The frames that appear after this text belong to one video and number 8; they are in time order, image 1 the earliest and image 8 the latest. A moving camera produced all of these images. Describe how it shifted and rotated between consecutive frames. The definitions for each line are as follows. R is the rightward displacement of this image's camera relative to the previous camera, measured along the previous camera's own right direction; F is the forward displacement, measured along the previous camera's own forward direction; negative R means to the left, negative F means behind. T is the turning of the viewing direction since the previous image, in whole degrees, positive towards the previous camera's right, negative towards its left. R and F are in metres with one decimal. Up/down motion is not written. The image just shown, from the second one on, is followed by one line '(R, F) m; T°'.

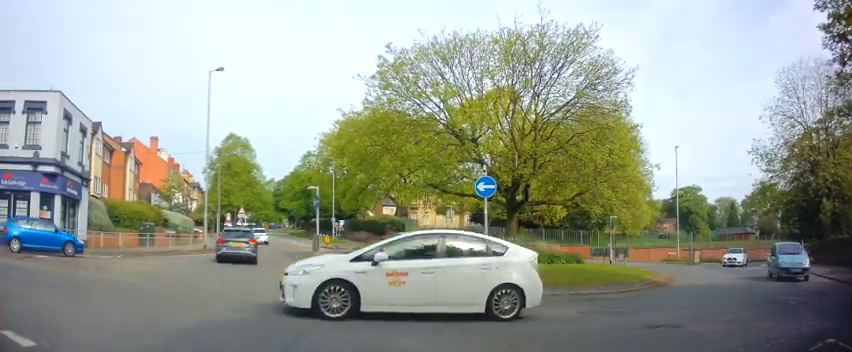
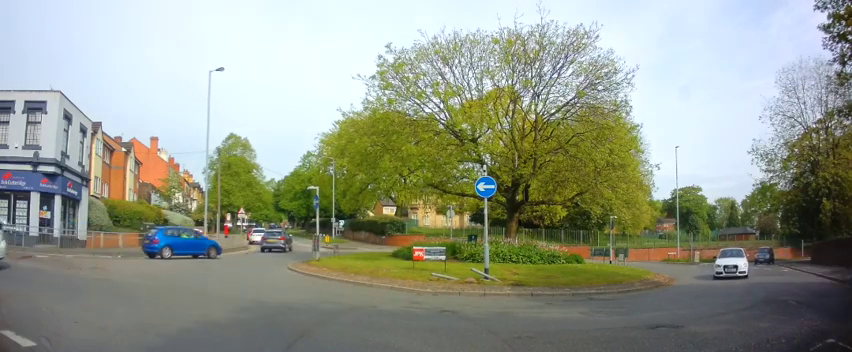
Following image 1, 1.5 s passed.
(0.0, 0.0) m; 0°
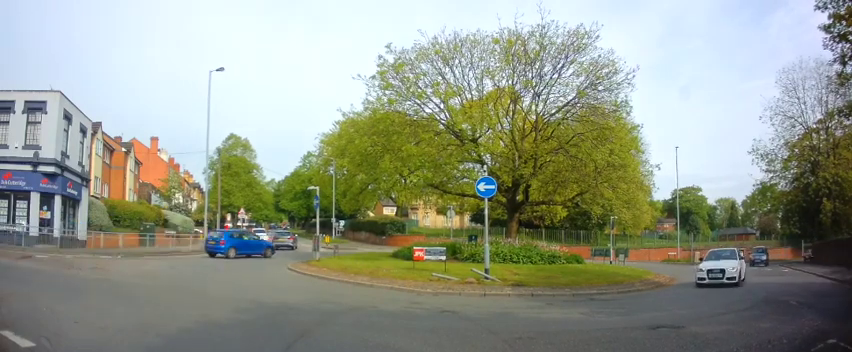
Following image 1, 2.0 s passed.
(0.0, 0.0) m; 0°
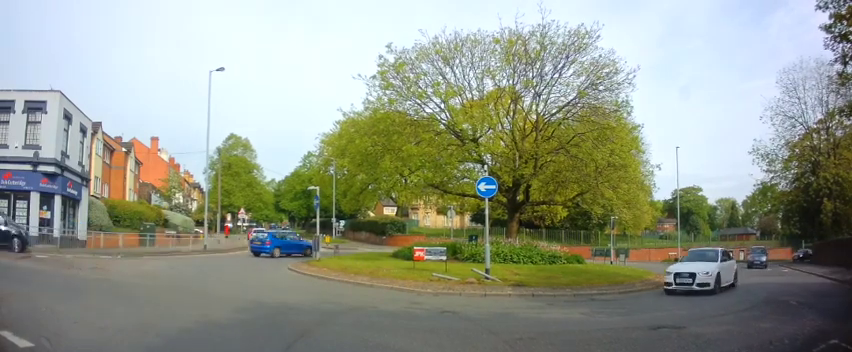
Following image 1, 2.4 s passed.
(0.0, 0.0) m; 0°
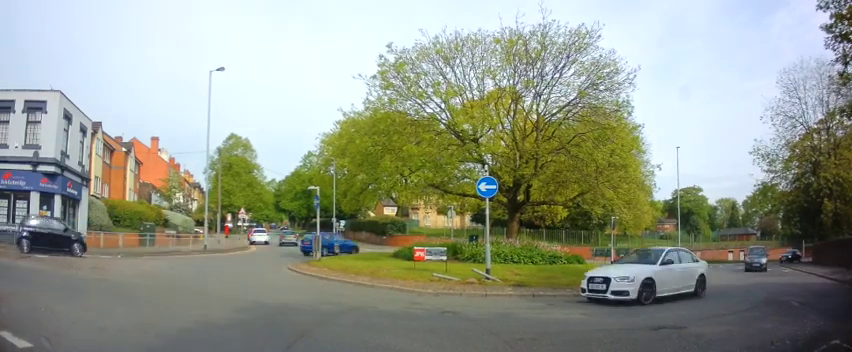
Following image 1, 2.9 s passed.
(0.0, 0.0) m; 0°
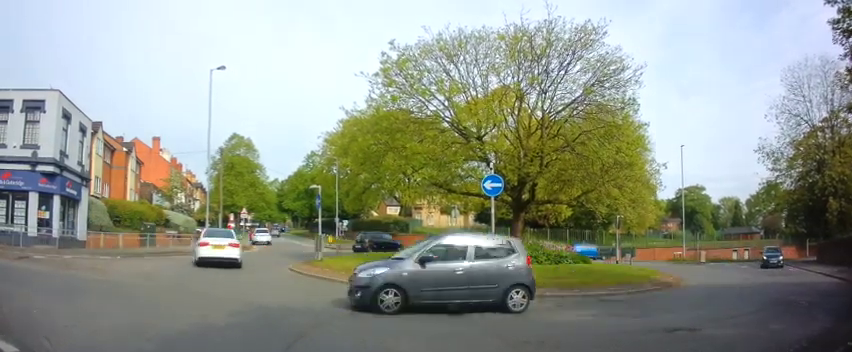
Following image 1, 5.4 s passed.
(0.0, +0.2) m; 0°
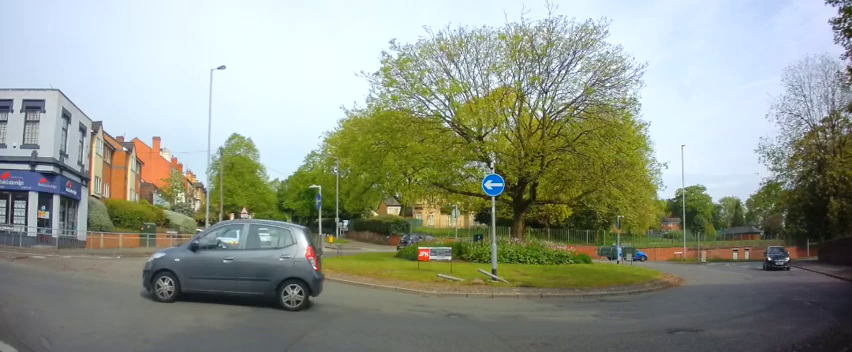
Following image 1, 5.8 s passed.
(0.0, 0.0) m; 0°
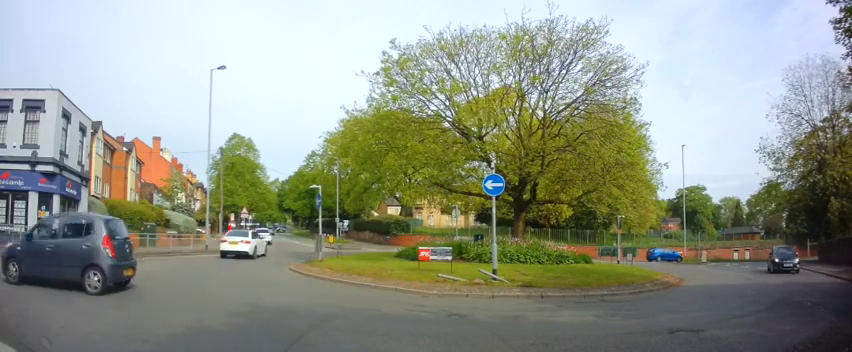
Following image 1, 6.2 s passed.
(0.0, 0.0) m; 0°
